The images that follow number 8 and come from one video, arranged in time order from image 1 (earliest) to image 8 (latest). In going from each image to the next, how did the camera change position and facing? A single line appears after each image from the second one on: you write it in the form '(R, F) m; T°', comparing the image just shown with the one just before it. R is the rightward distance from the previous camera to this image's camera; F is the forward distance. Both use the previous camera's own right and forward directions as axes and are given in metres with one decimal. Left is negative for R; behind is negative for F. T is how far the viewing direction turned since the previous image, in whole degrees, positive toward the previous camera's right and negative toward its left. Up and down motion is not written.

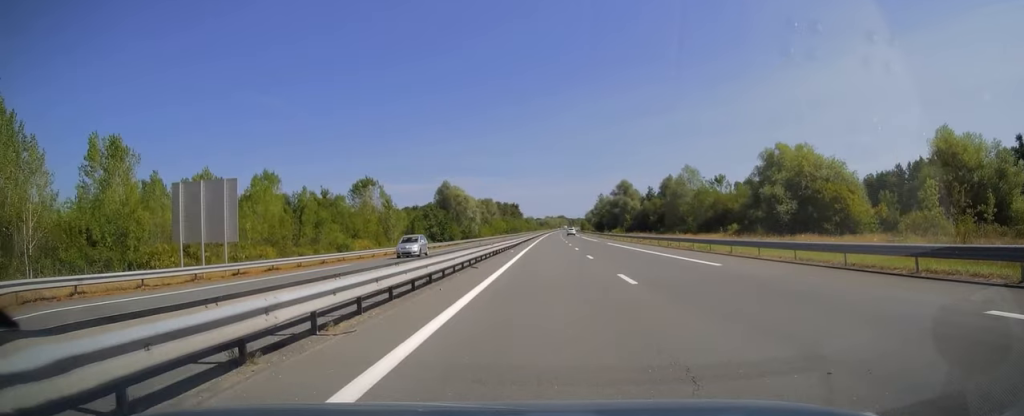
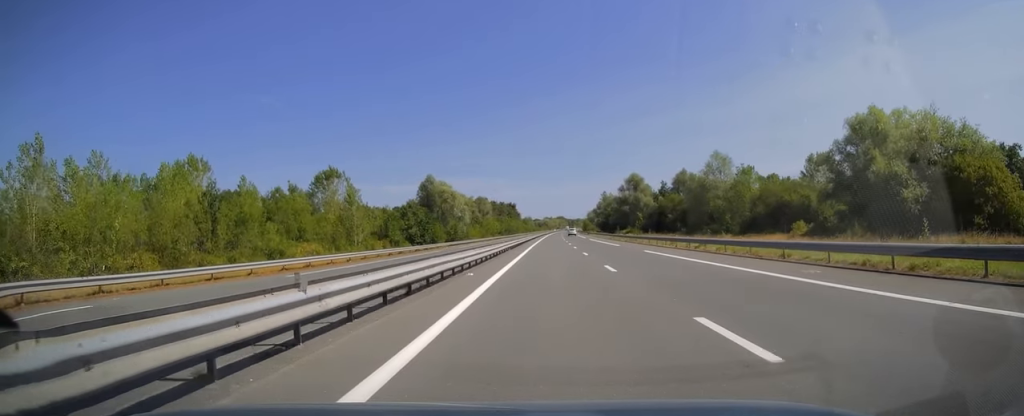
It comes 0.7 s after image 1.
(+0.1, +22.7) m; 0°
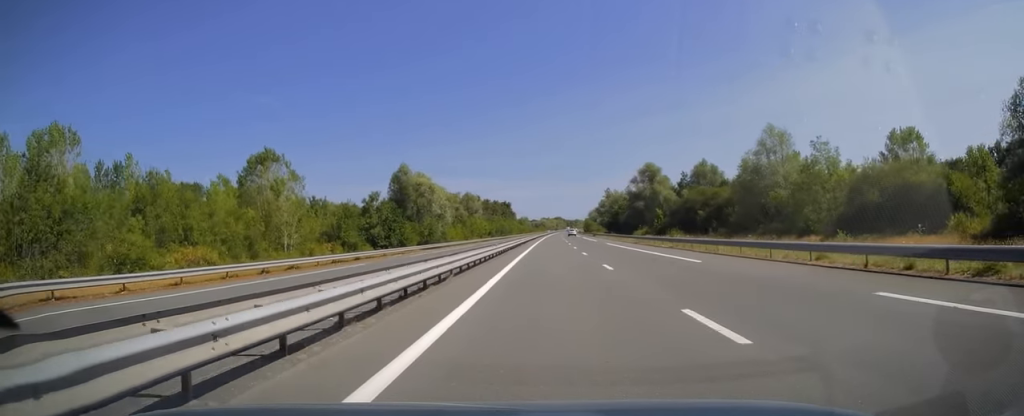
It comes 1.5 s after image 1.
(0.0, +26.5) m; 0°
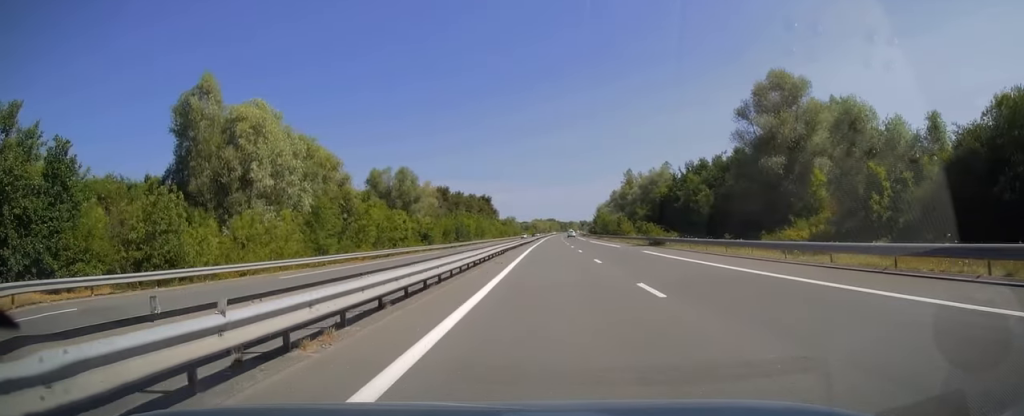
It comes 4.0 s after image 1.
(+0.4, +77.6) m; +1°
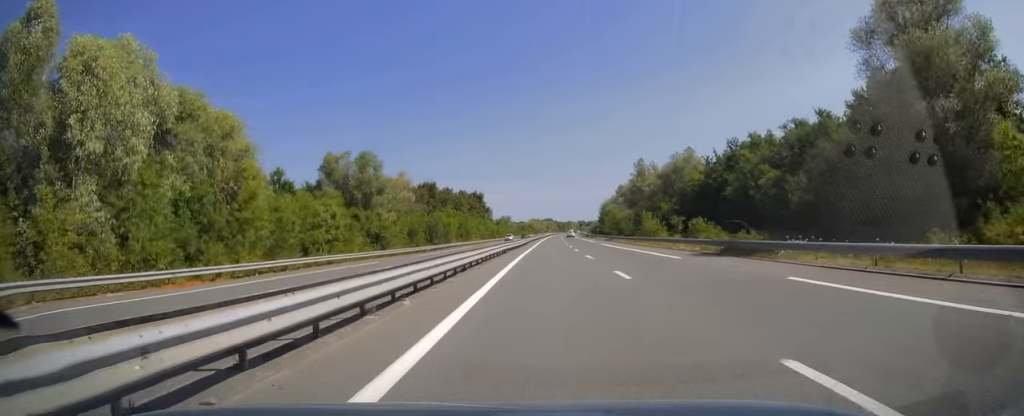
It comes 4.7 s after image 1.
(+0.1, +22.9) m; 0°
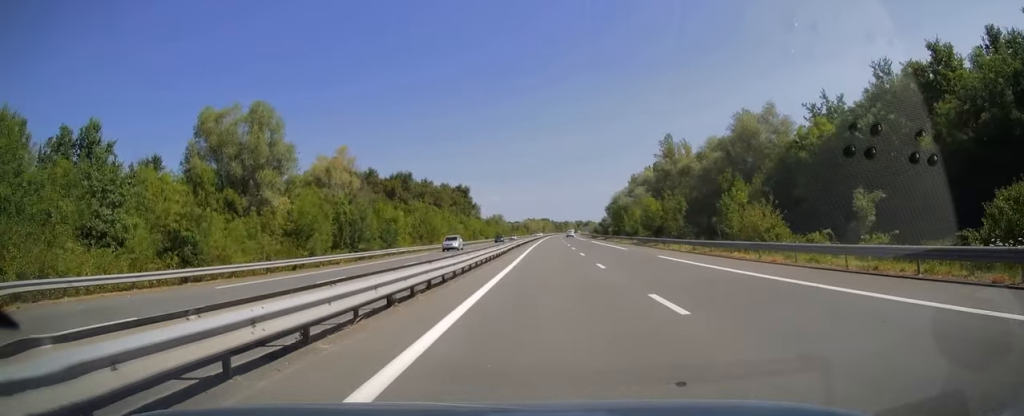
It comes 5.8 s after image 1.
(0.0, +34.2) m; 0°
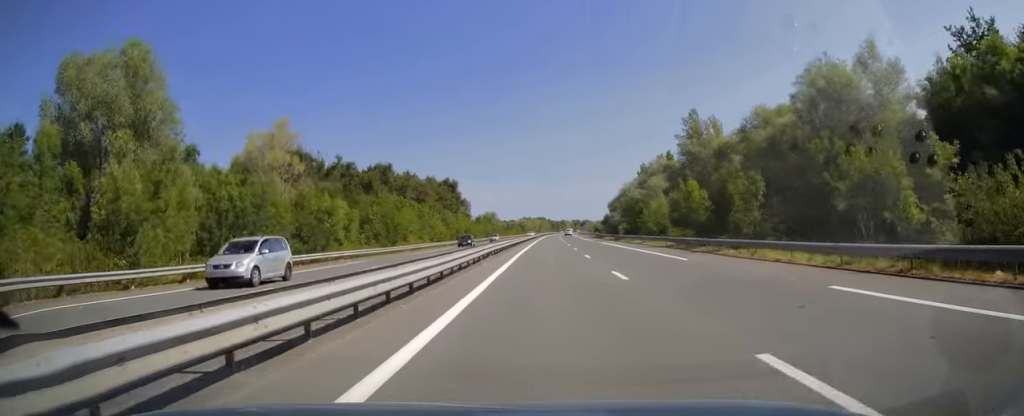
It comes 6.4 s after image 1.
(+0.1, +19.8) m; 0°
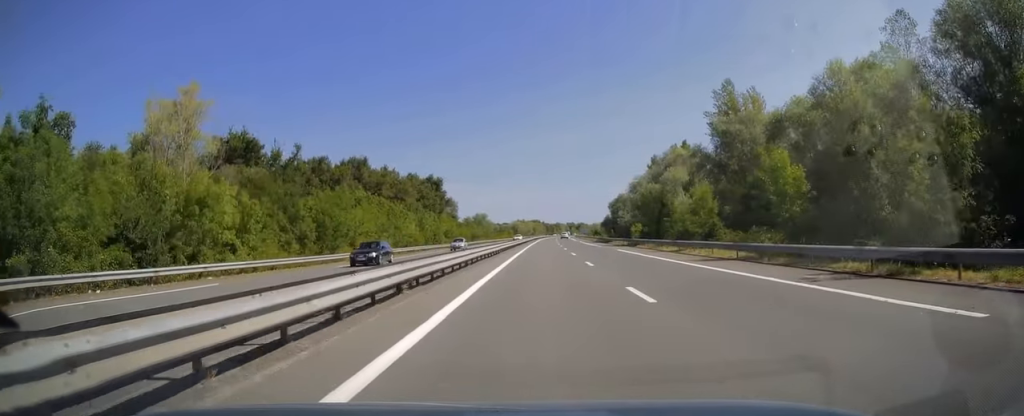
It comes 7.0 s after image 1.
(0.0, +18.3) m; 0°
